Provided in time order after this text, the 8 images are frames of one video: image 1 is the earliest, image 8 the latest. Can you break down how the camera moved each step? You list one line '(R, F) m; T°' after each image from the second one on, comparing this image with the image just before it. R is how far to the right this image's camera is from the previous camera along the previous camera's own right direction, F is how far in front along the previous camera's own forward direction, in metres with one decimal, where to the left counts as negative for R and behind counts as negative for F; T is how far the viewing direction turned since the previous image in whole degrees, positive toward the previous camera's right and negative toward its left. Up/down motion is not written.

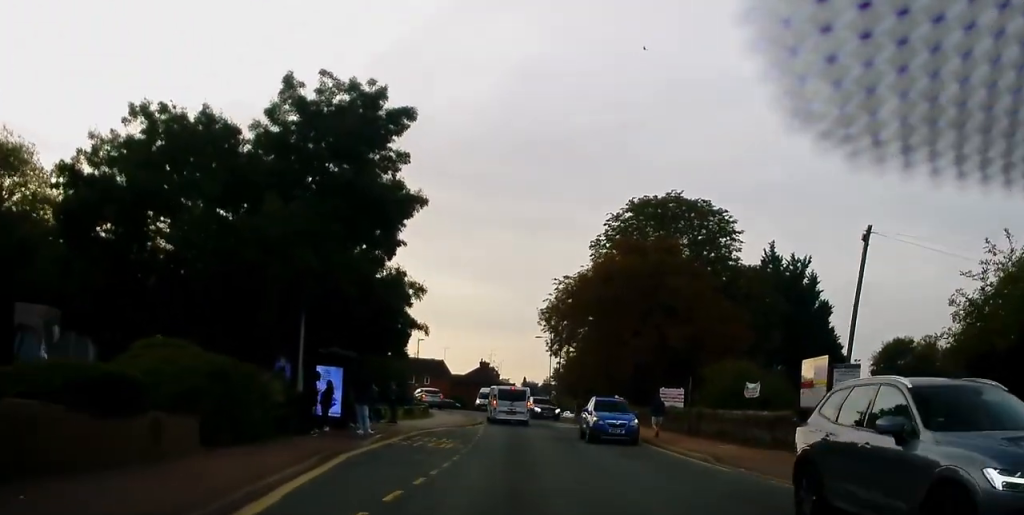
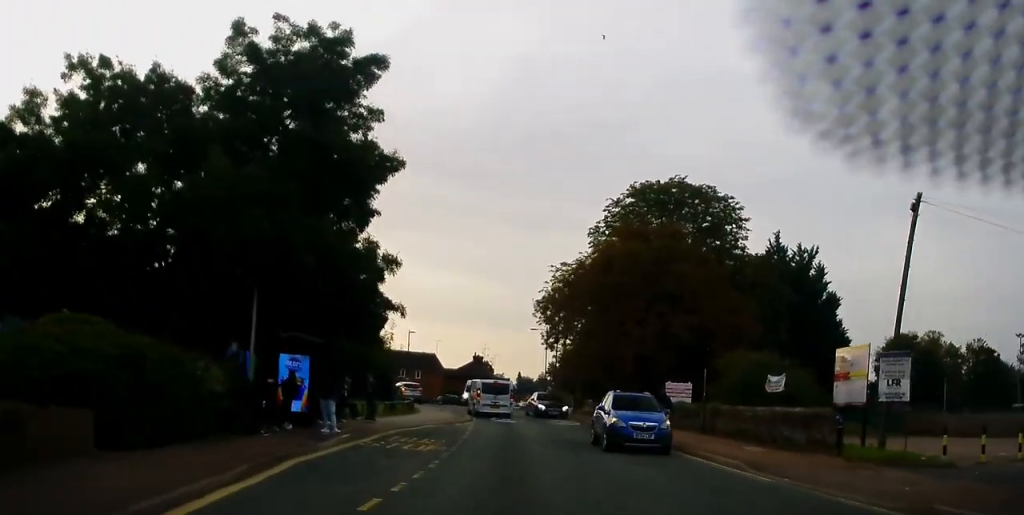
(-0.1, +3.5) m; 0°
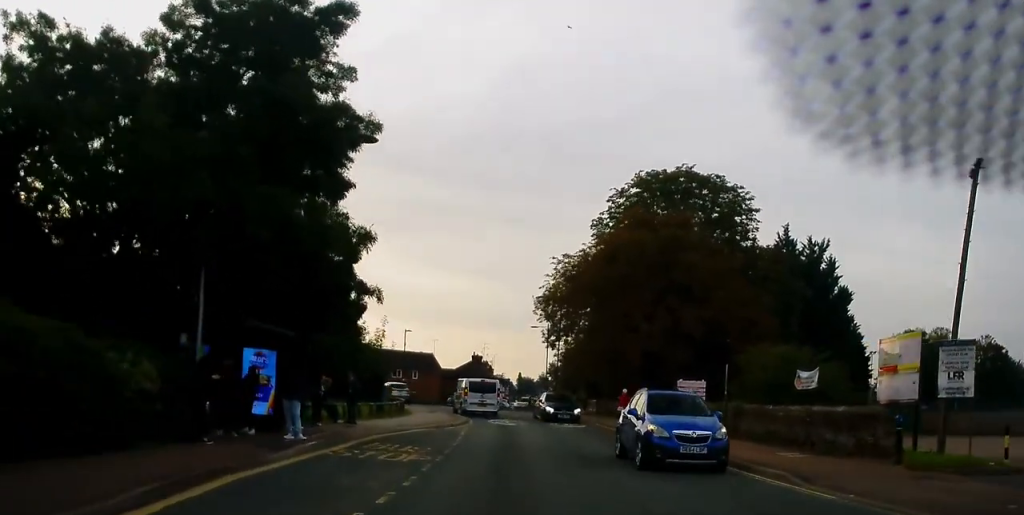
(+0.1, +3.2) m; +1°
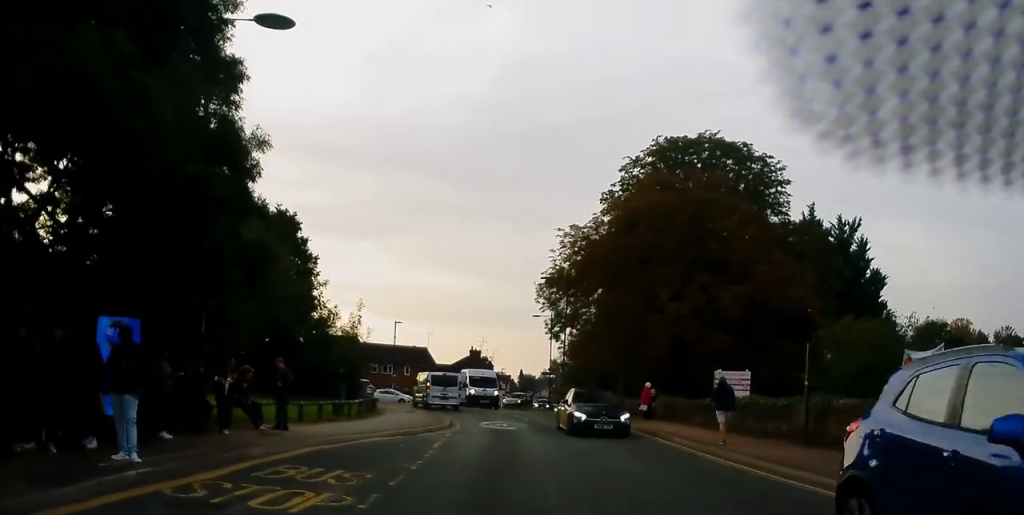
(+0.1, +7.5) m; +1°
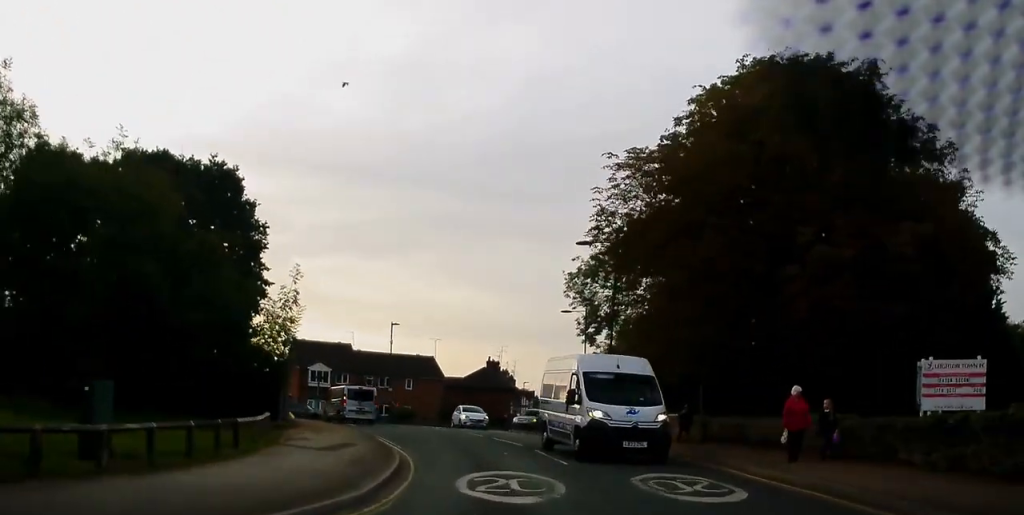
(0.0, +15.6) m; -1°
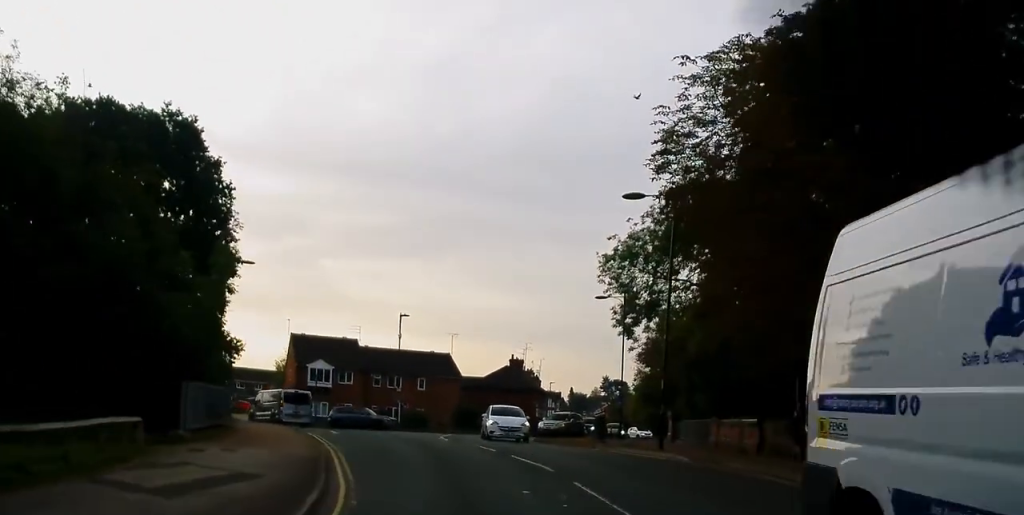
(-0.2, +8.2) m; -4°
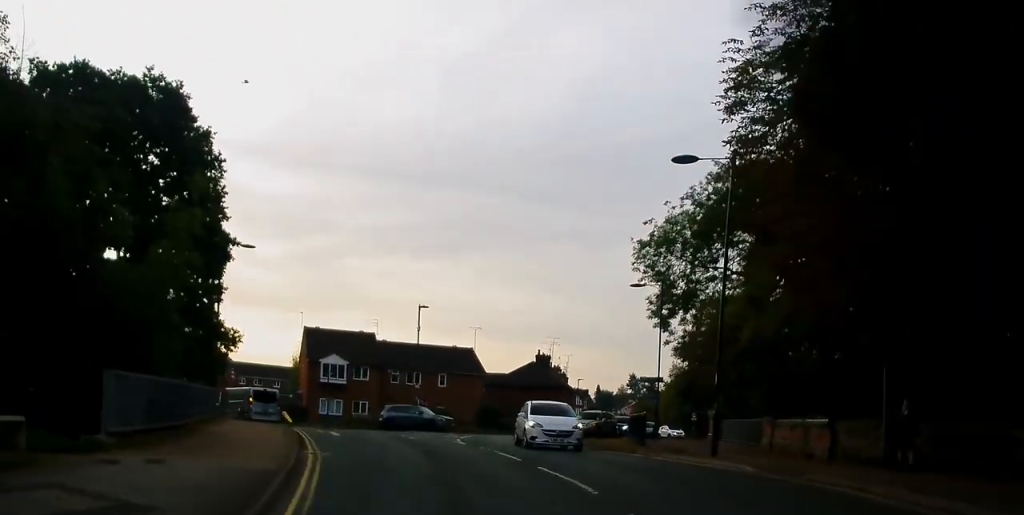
(-0.1, +3.9) m; -2°
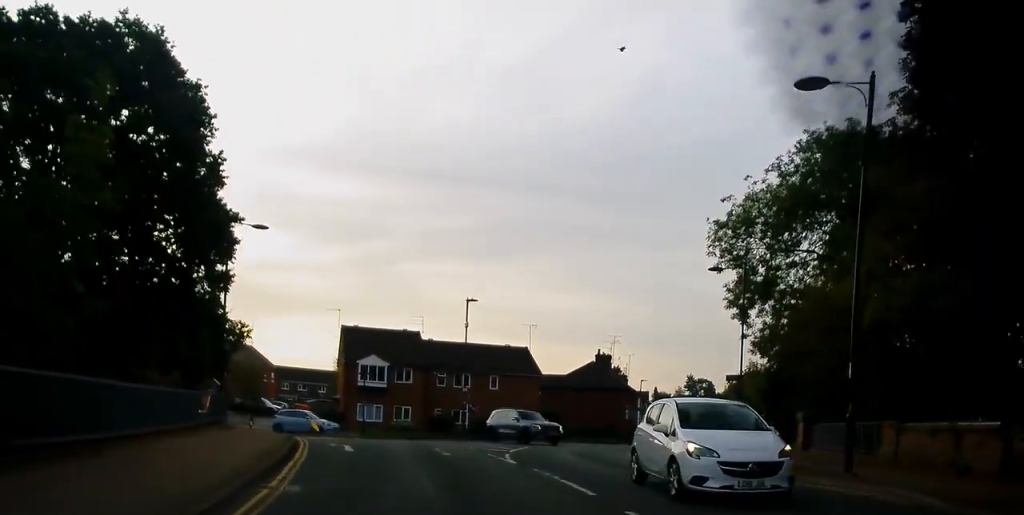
(-0.3, +5.9) m; 0°
